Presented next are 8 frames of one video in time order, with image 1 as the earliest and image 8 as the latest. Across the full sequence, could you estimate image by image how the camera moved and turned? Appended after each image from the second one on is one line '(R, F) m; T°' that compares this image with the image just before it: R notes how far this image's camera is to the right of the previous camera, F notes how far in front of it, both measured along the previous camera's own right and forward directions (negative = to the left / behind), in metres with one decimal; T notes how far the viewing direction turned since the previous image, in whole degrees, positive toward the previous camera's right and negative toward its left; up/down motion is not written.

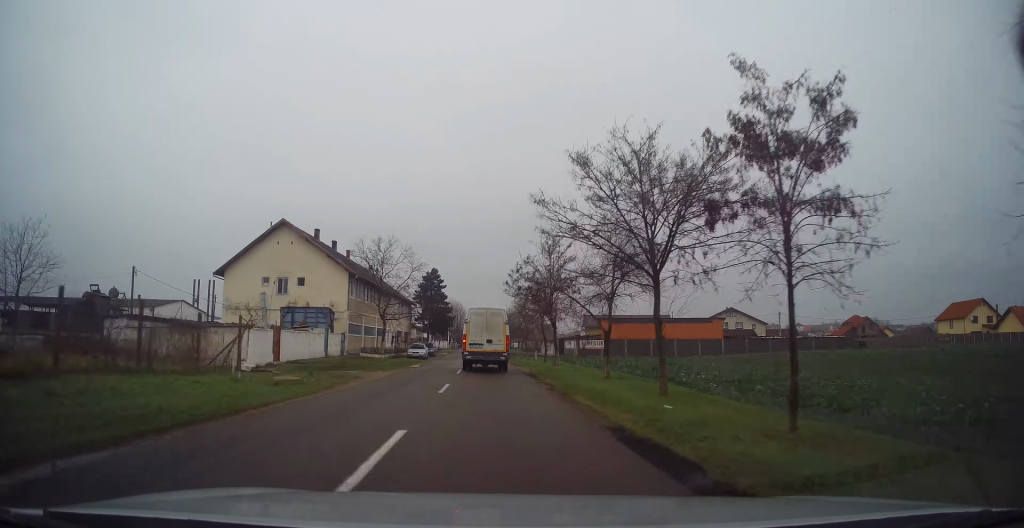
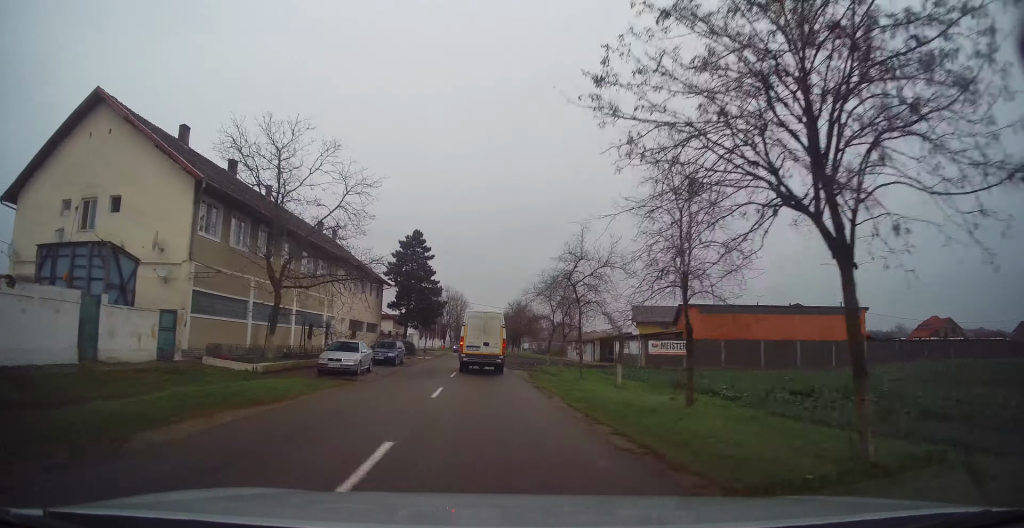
(-0.2, +26.9) m; -1°
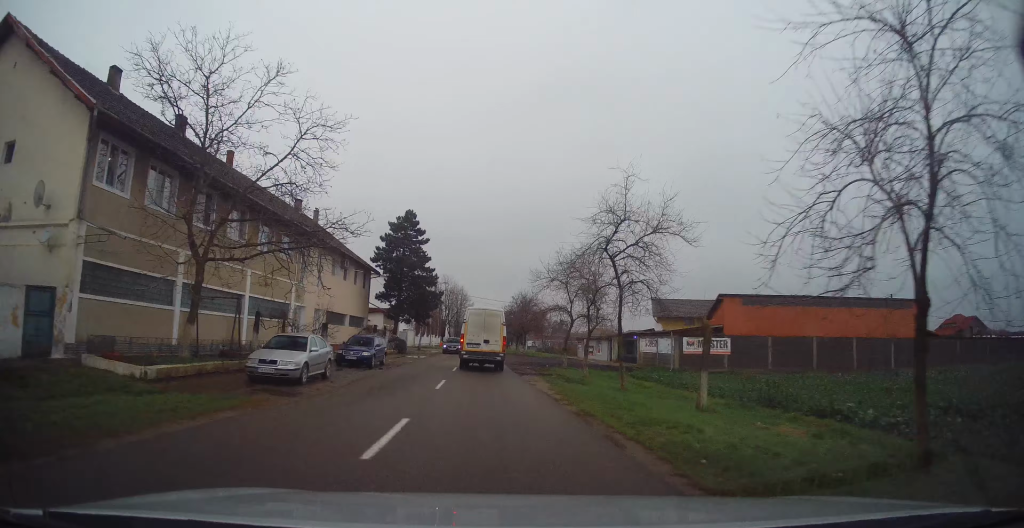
(-0.1, +6.8) m; -1°
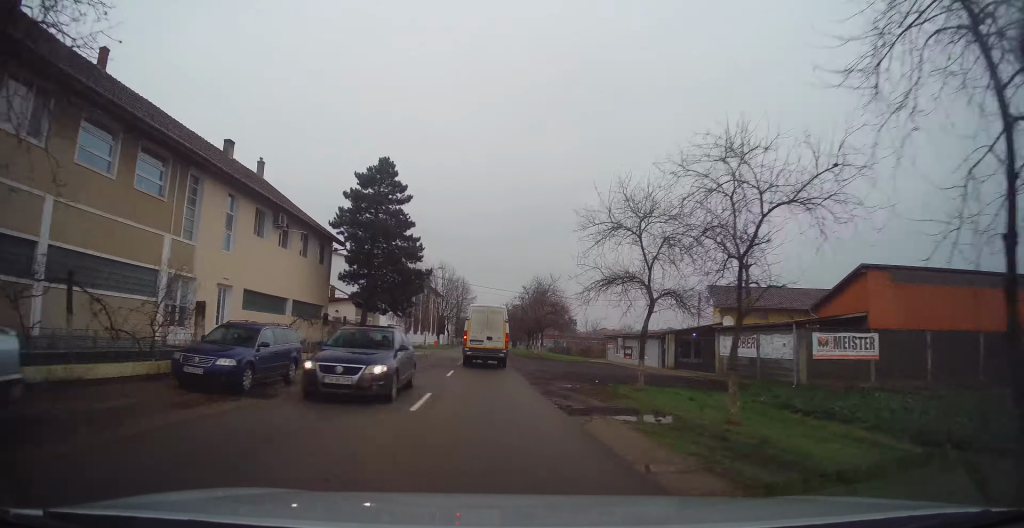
(-0.1, +13.9) m; -1°
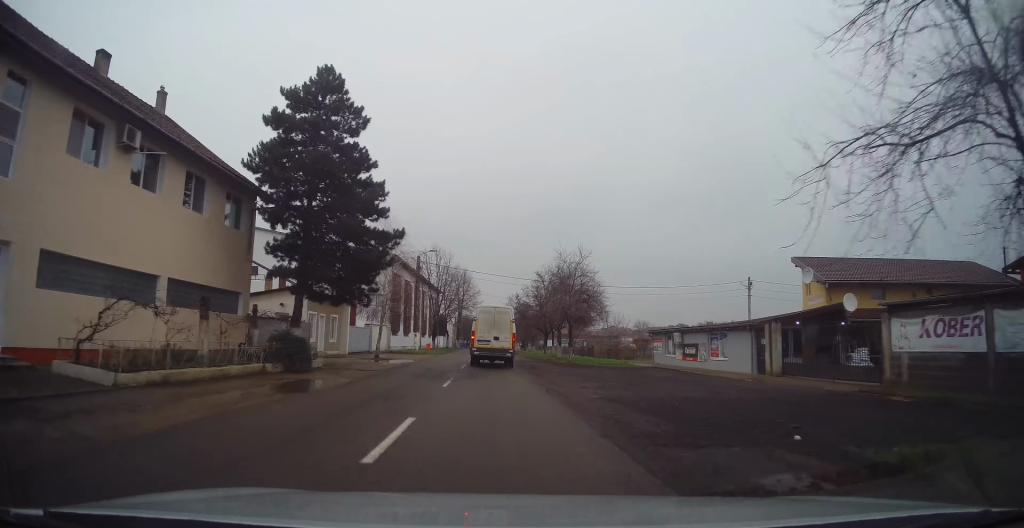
(-0.2, +12.5) m; 0°
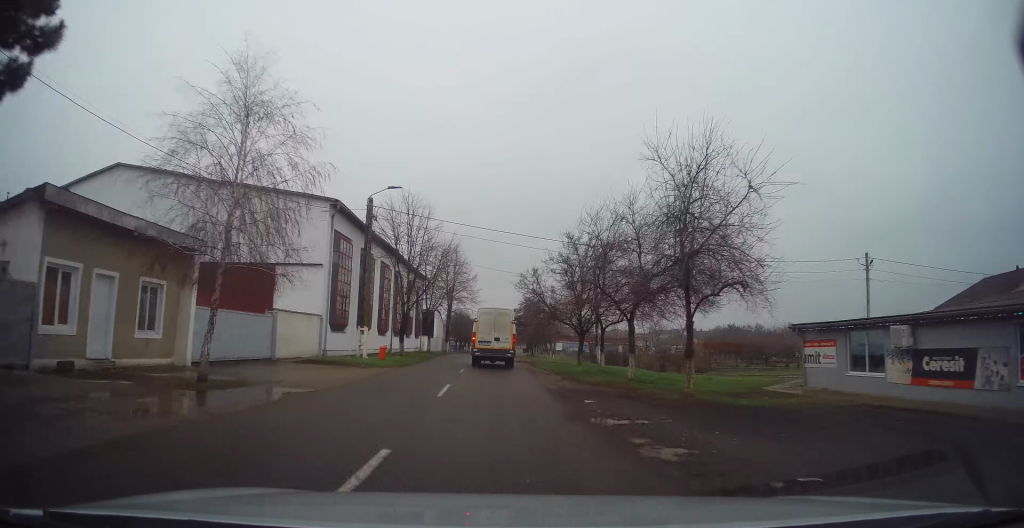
(+0.2, +19.9) m; +2°
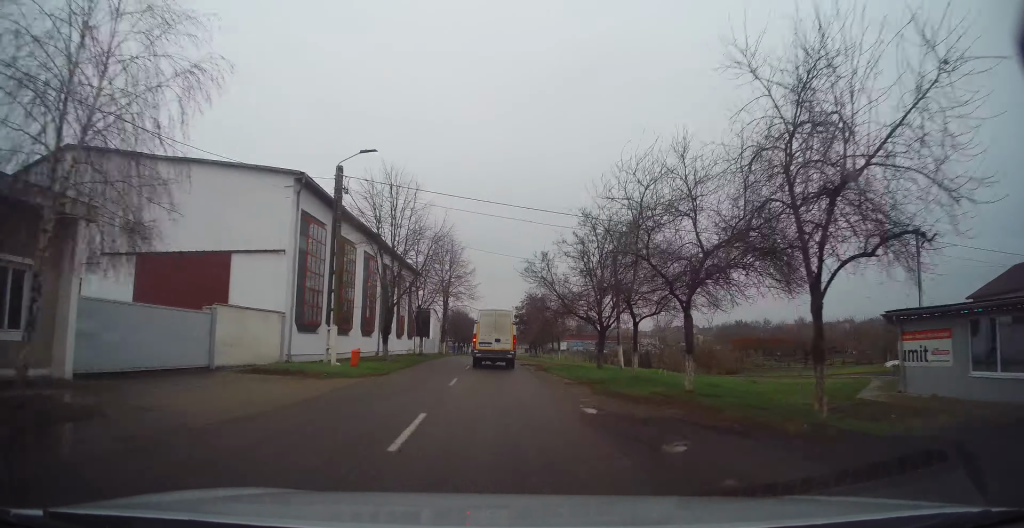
(+0.1, +5.9) m; 0°
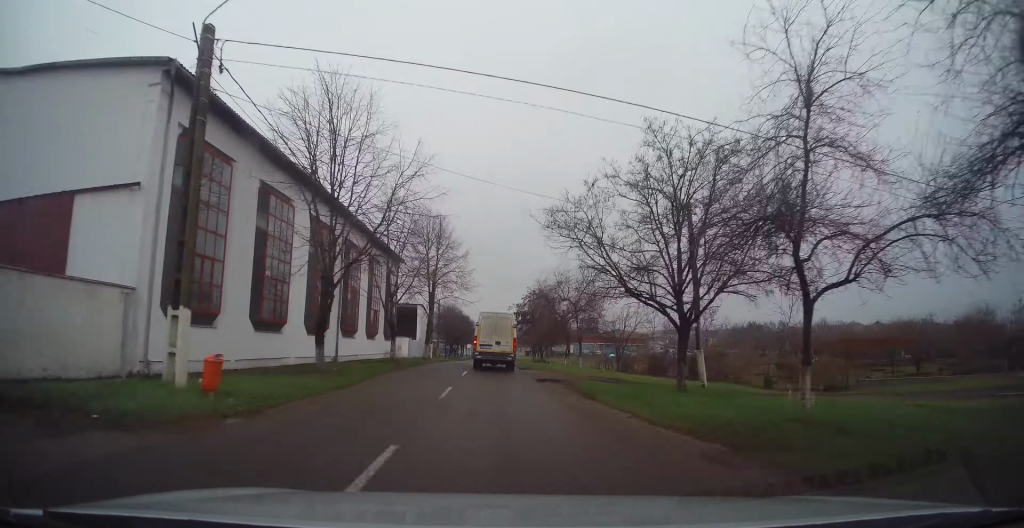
(+0.1, +11.2) m; 0°
